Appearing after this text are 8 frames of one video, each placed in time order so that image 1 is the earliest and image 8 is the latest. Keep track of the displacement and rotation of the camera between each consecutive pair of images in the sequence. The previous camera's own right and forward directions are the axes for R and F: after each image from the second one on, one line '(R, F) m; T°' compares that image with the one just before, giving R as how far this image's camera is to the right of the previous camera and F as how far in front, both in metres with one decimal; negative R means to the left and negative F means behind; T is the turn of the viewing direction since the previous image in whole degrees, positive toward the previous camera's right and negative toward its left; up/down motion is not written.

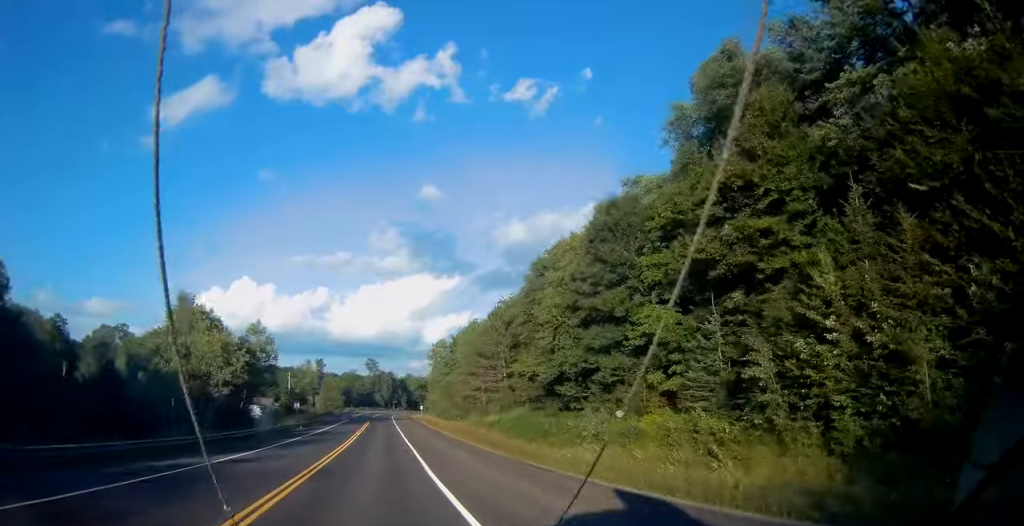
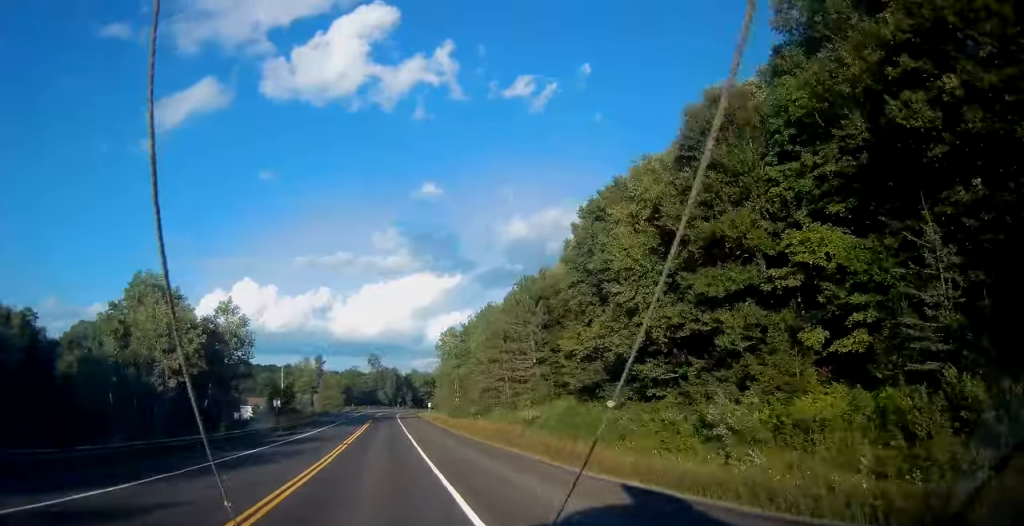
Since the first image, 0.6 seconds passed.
(-0.1, +14.0) m; -1°
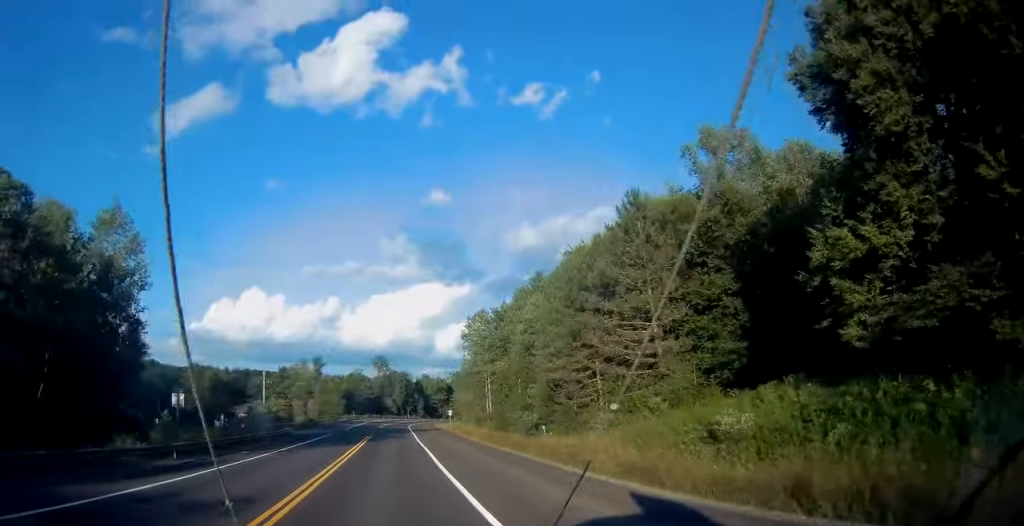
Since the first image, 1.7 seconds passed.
(-0.5, +27.2) m; -1°
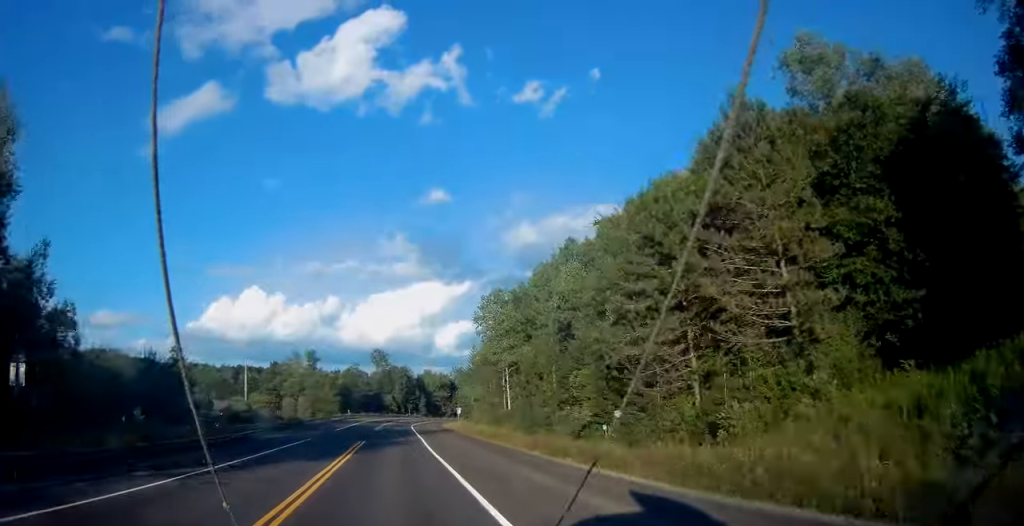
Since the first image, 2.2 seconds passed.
(-0.1, +13.2) m; 0°
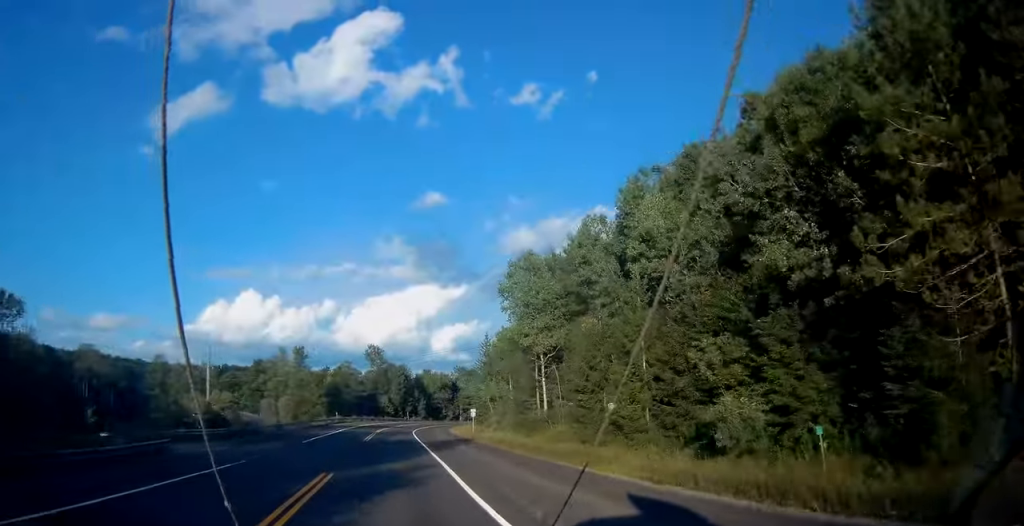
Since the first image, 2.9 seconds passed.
(+0.2, +18.1) m; 0°
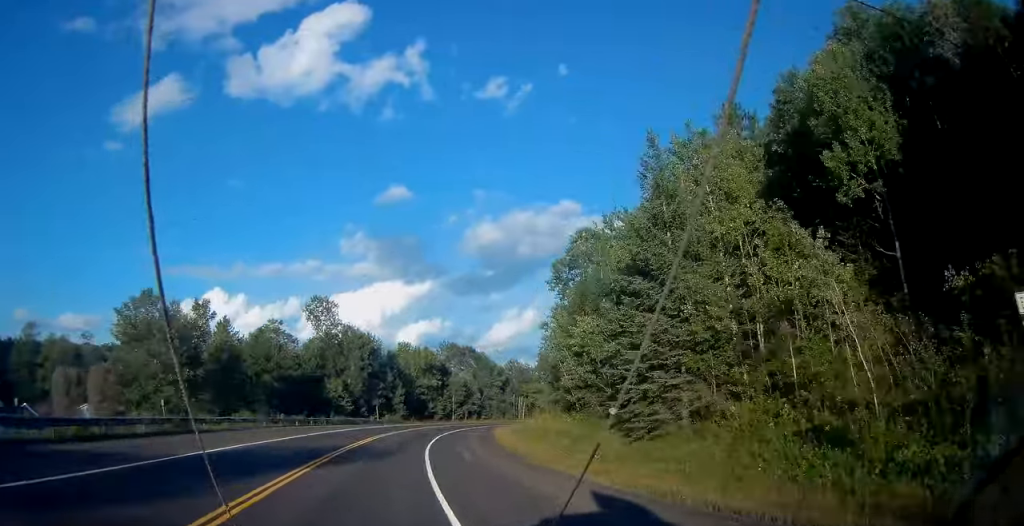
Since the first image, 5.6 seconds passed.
(-0.6, +64.5) m; +1°
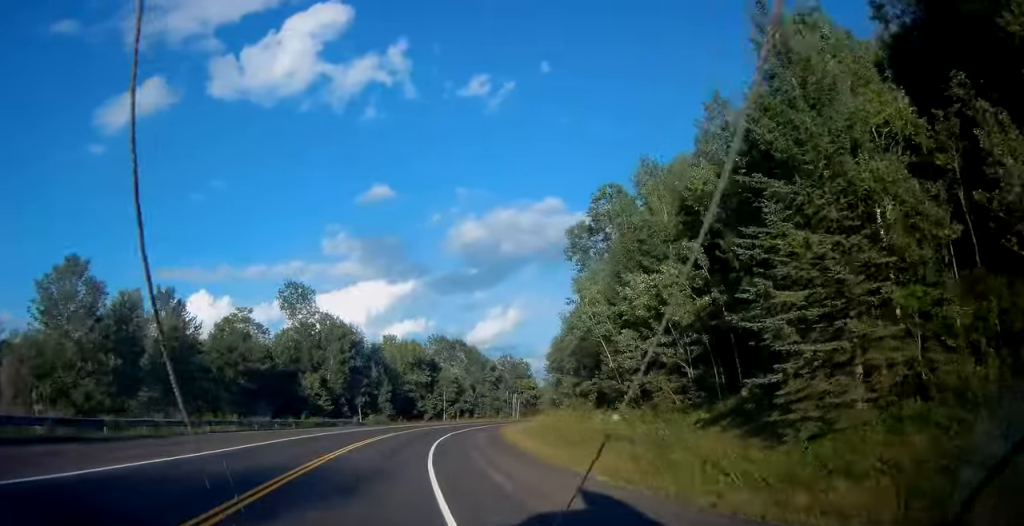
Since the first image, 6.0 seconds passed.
(+0.1, +11.2) m; +1°
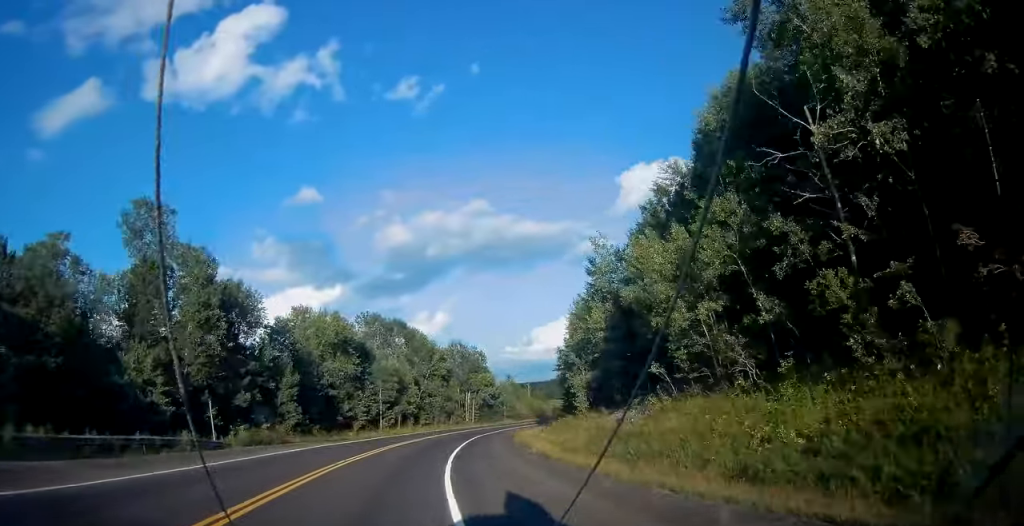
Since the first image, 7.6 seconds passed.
(+1.4, +36.1) m; +5°
